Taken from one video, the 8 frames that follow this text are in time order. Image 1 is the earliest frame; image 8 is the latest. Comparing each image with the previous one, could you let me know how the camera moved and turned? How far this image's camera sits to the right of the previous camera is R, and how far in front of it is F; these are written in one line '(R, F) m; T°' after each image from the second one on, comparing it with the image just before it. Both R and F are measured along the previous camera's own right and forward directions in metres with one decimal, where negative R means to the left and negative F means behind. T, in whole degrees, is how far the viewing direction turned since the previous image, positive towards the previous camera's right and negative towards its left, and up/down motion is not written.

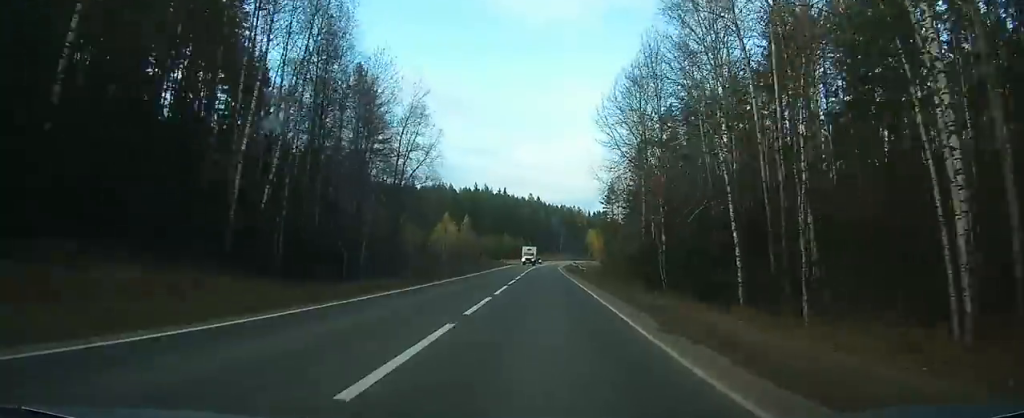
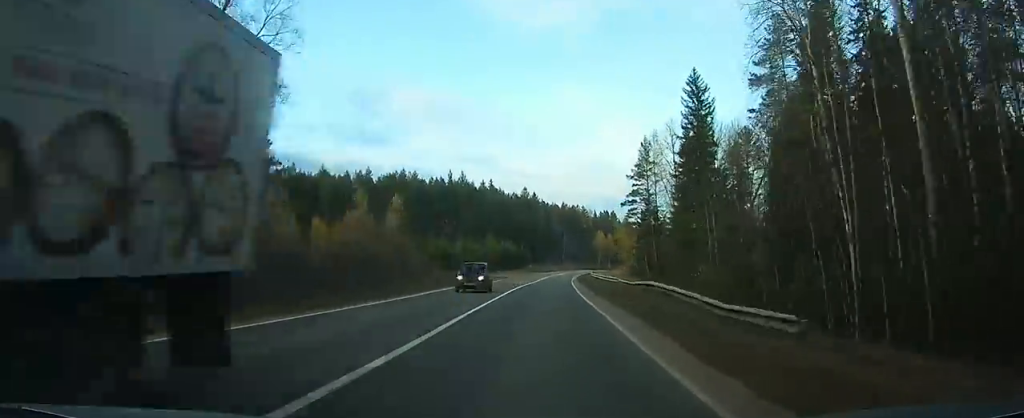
(-0.1, +54.5) m; 0°
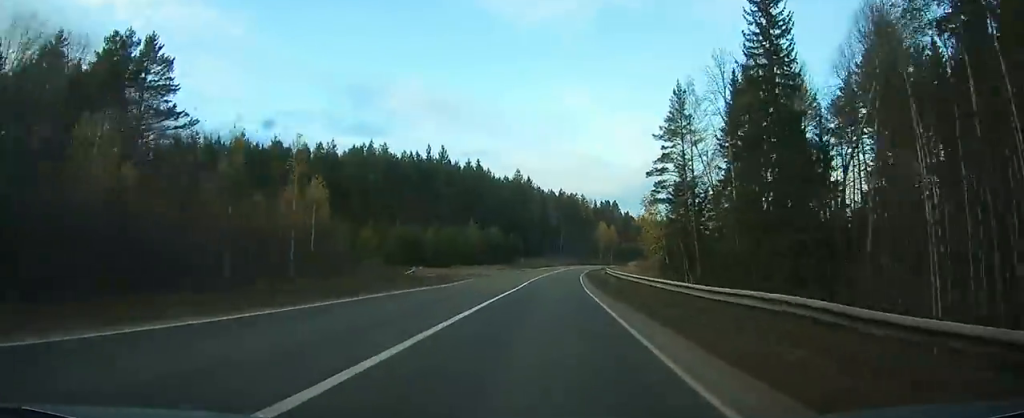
(+0.1, +27.5) m; +1°
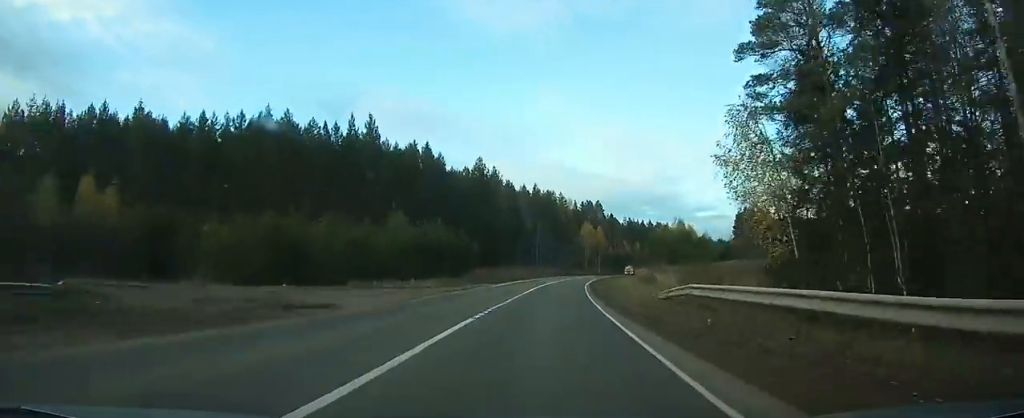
(+0.1, +41.2) m; +2°
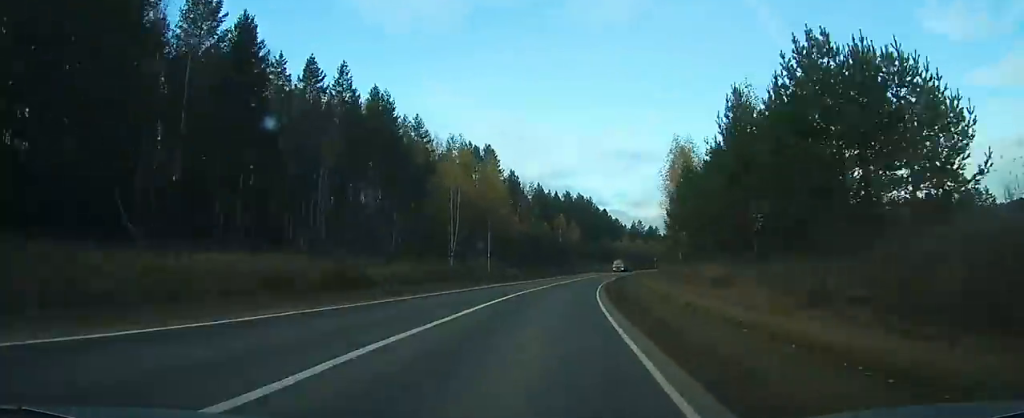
(+6.8, +106.0) m; +9°
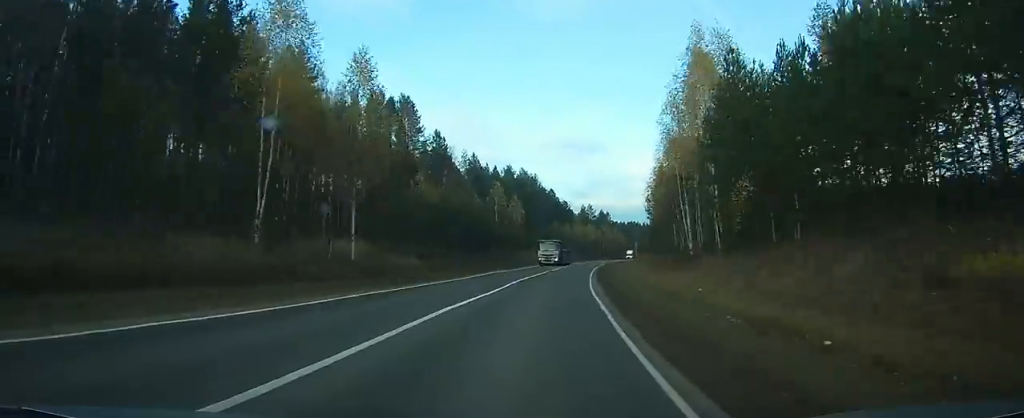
(+0.5, +33.1) m; +4°
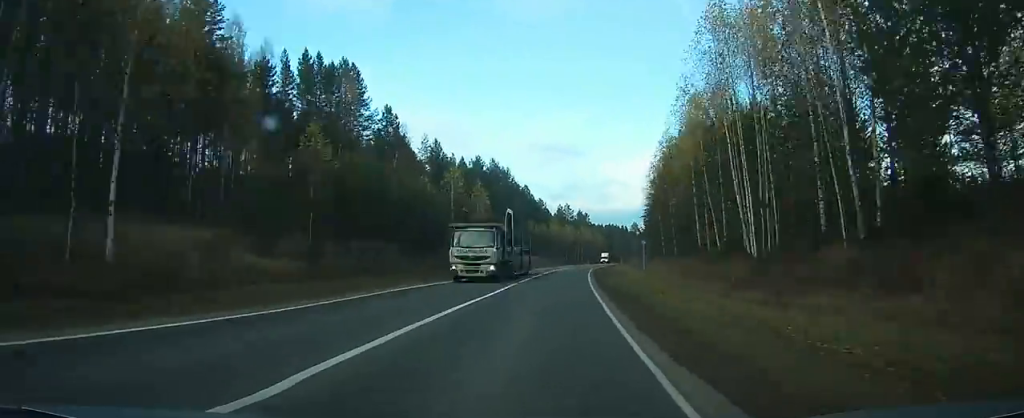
(+1.2, +21.7) m; +3°
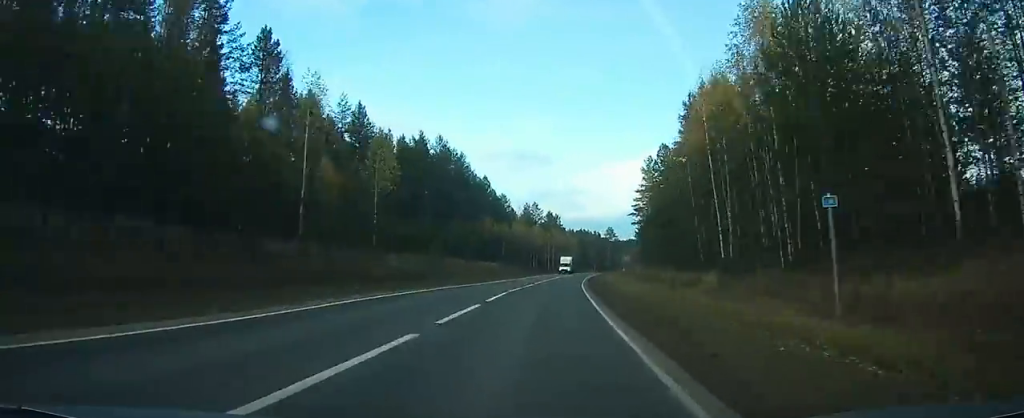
(+1.4, +37.2) m; +4°
